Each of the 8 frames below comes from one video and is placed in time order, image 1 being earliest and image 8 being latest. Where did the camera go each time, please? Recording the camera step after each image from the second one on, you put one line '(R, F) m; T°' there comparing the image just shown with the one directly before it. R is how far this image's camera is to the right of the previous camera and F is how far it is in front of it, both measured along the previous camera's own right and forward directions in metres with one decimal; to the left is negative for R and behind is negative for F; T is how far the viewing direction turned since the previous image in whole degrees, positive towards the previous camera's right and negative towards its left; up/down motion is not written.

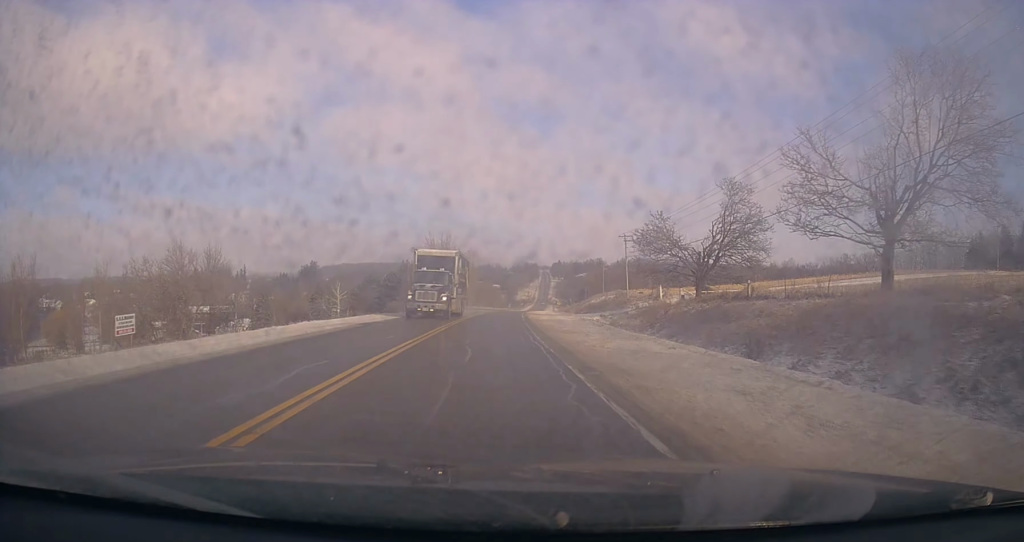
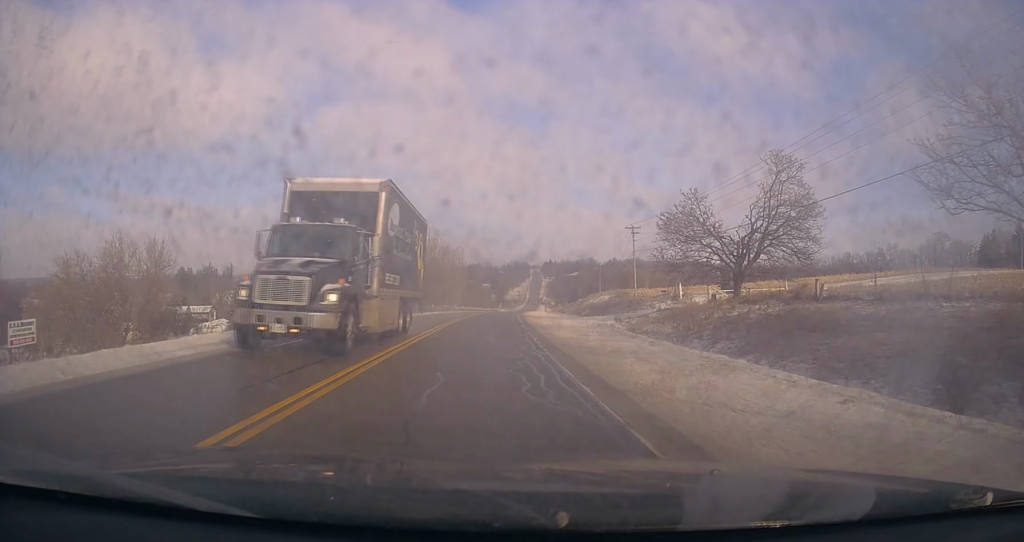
(+0.1, +9.7) m; +1°
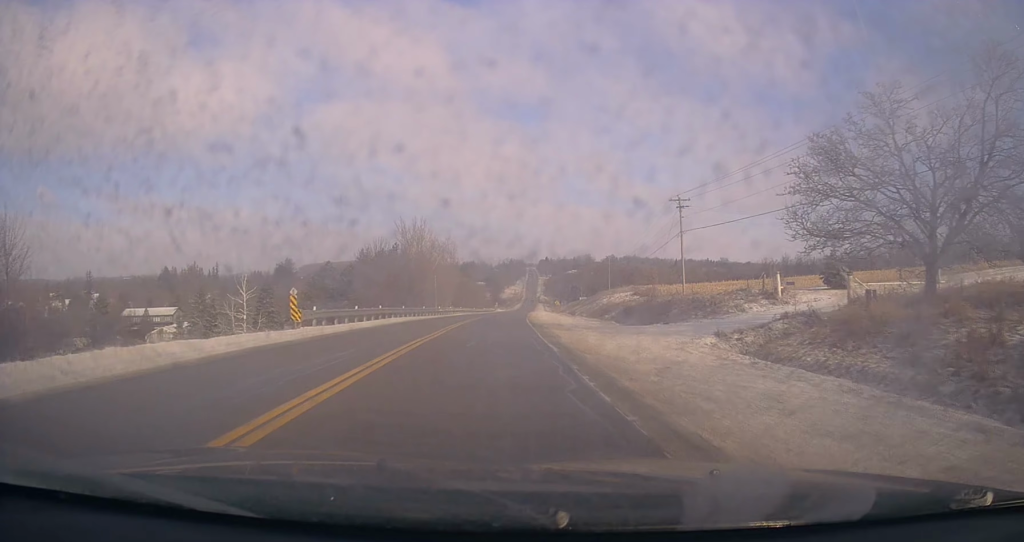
(+0.2, +20.8) m; +1°
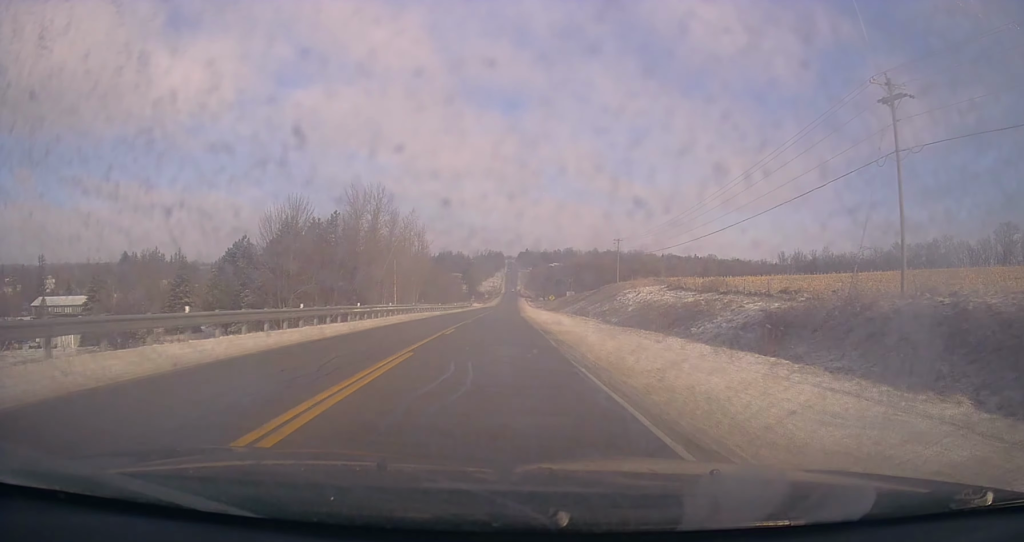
(+1.0, +32.7) m; +4°
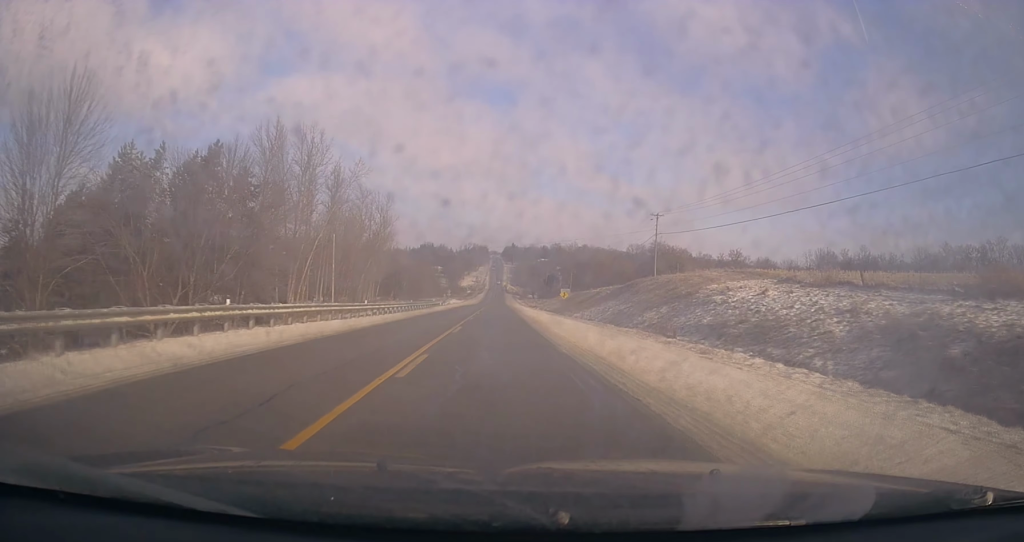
(+0.4, +34.6) m; 0°
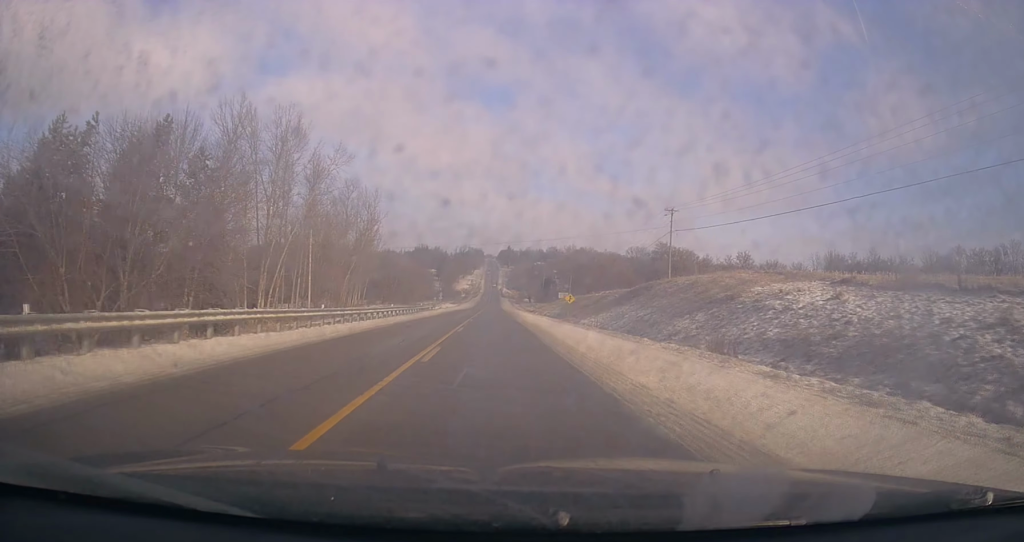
(-0.2, +8.7) m; 0°
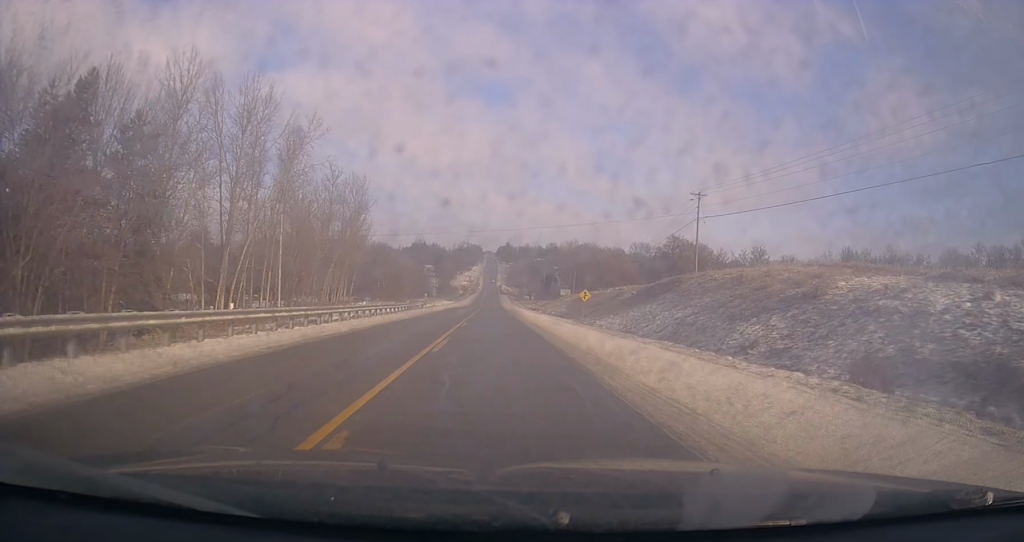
(-0.2, +9.8) m; 0°
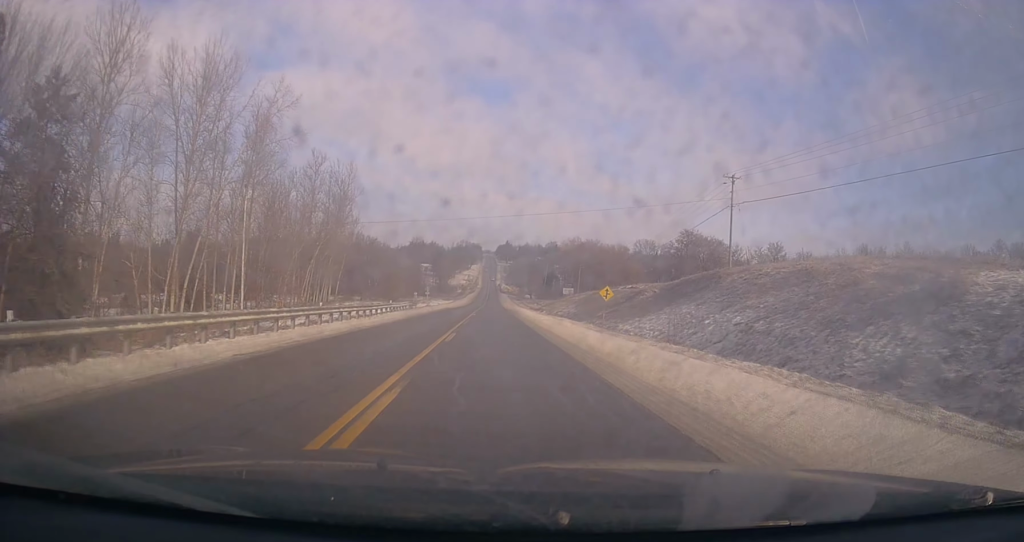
(+0.2, +9.1) m; +1°
